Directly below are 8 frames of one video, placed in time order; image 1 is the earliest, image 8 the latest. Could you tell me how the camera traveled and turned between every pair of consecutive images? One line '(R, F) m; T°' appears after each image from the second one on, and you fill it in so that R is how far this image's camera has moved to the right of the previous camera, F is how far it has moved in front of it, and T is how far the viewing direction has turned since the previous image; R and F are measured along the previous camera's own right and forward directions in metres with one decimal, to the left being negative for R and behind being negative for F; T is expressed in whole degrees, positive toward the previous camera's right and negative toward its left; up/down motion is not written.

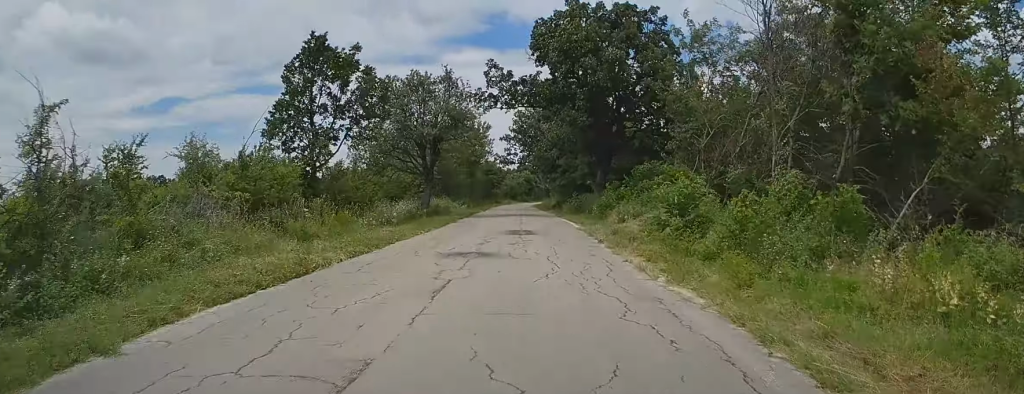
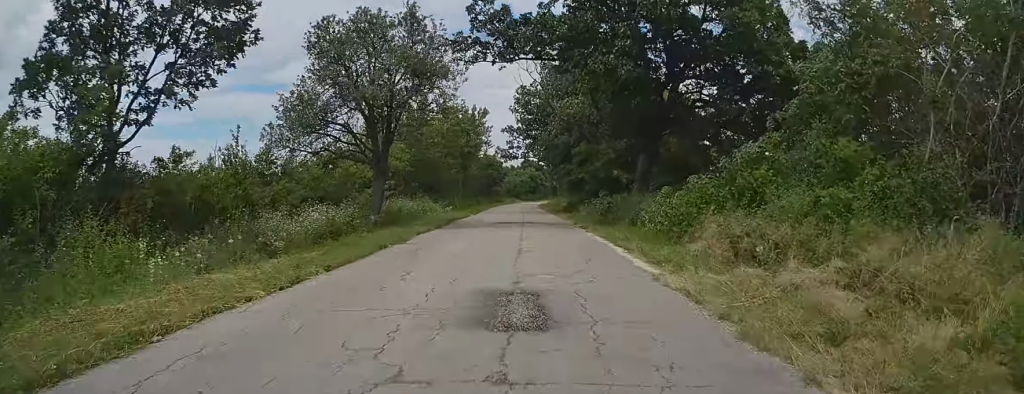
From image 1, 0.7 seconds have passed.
(0.0, +14.2) m; -1°
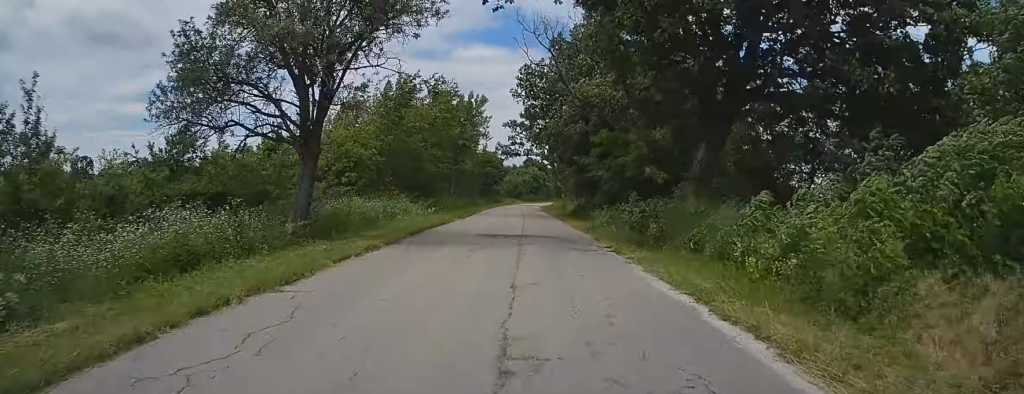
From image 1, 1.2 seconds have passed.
(0.0, +9.0) m; 0°
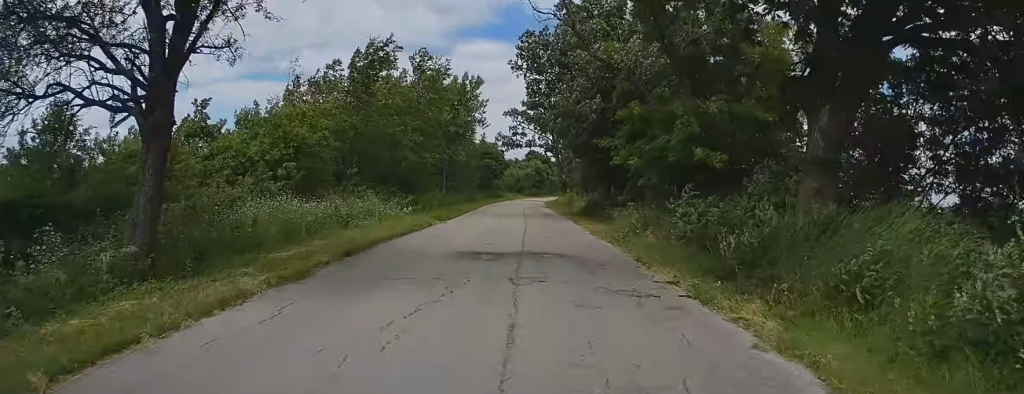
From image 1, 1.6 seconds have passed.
(0.0, +7.7) m; 0°
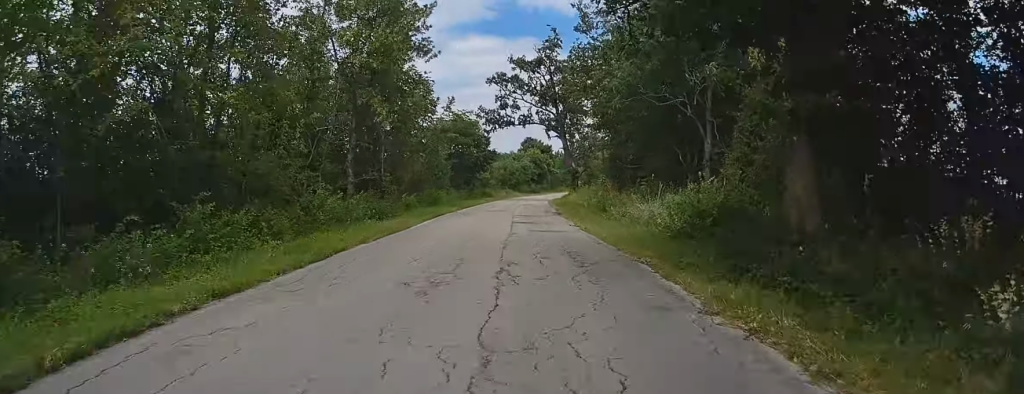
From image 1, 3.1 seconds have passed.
(-0.2, +28.2) m; 0°
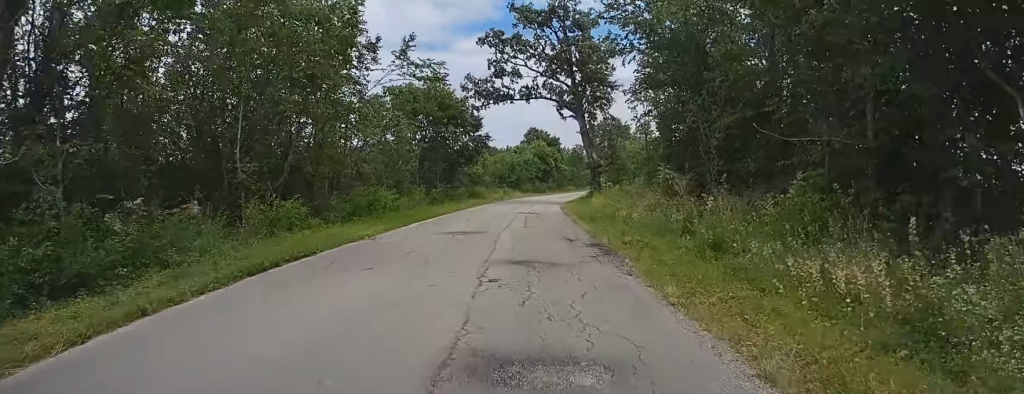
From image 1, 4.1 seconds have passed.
(+0.1, +19.5) m; 0°
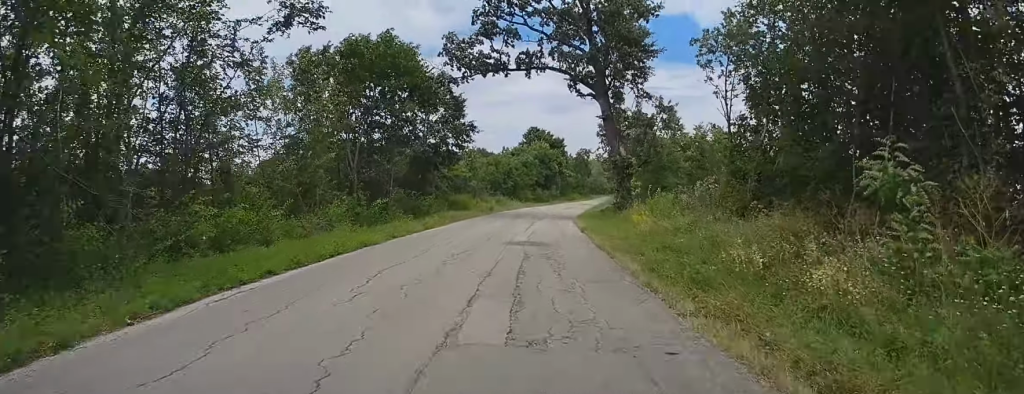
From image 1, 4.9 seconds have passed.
(0.0, +15.6) m; 0°
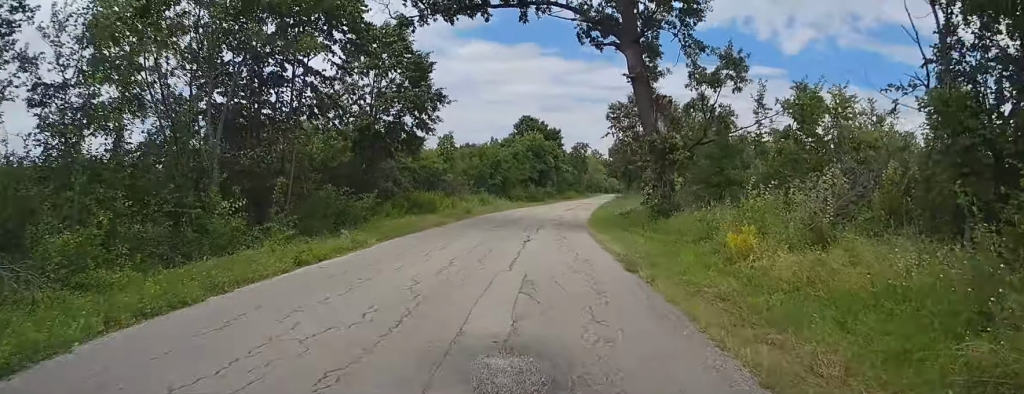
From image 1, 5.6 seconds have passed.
(0.0, +12.4) m; +1°
